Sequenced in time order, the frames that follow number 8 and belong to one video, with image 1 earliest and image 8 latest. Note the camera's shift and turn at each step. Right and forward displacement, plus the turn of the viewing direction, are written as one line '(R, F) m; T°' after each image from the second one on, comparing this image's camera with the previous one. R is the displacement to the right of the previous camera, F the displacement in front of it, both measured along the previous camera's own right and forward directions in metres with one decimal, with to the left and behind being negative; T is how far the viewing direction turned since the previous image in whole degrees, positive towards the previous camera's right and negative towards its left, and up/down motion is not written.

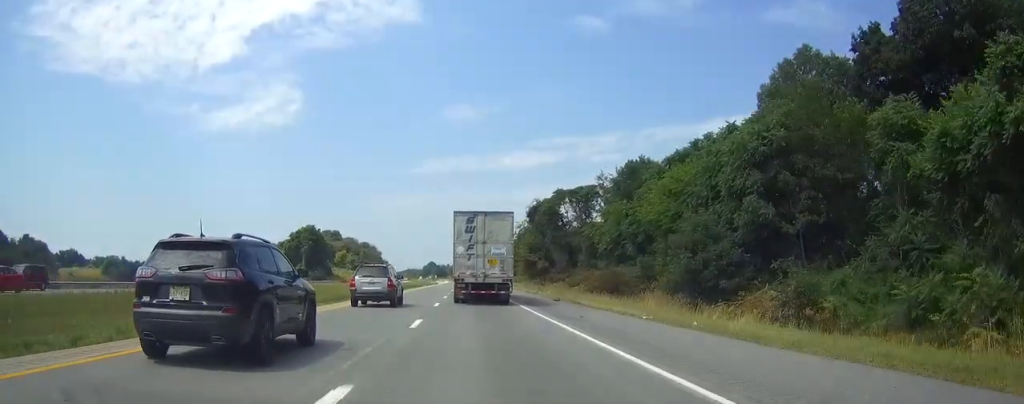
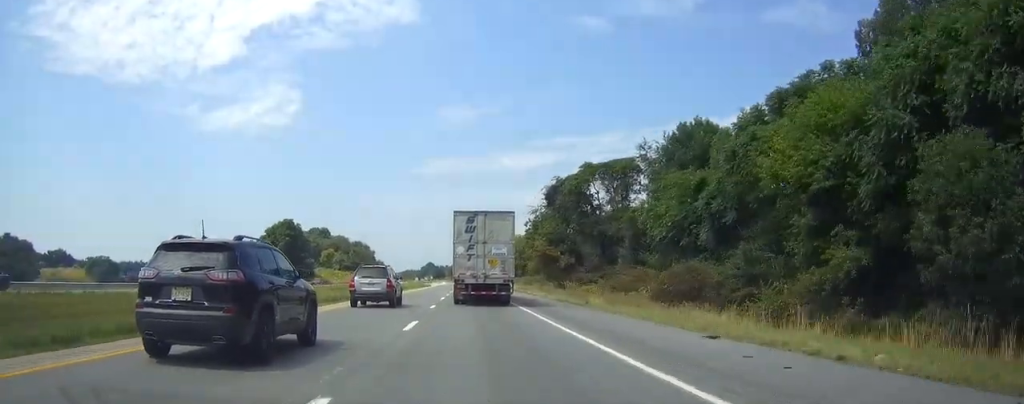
(-0.1, +25.1) m; 0°
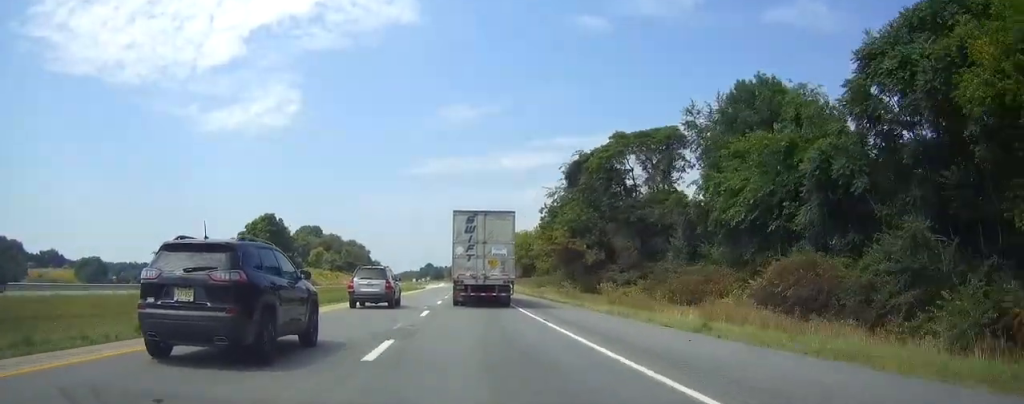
(0.0, +17.1) m; 0°
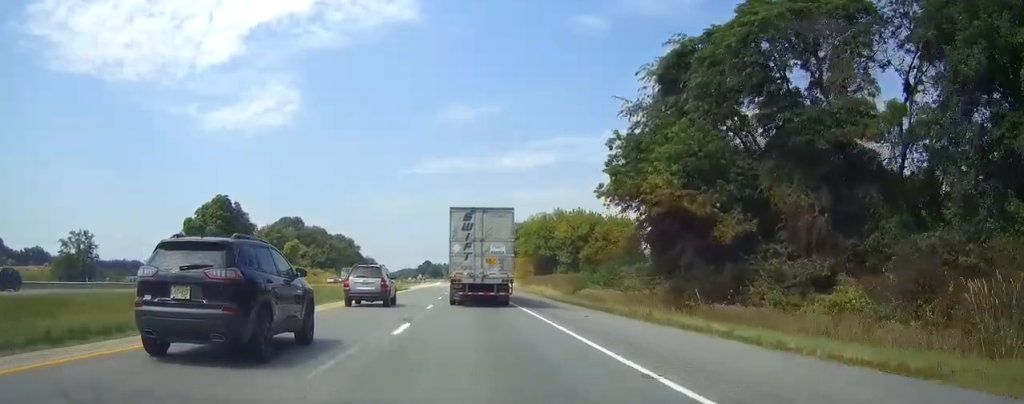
(+0.2, +32.1) m; 0°
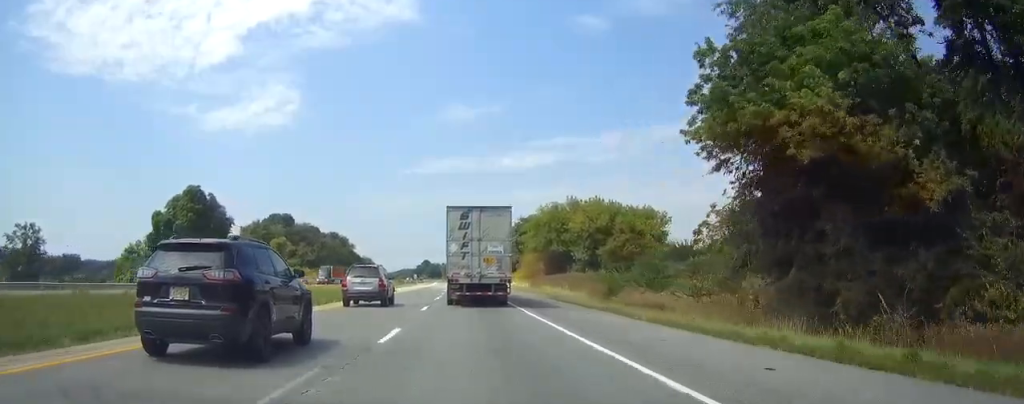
(0.0, +14.0) m; 0°
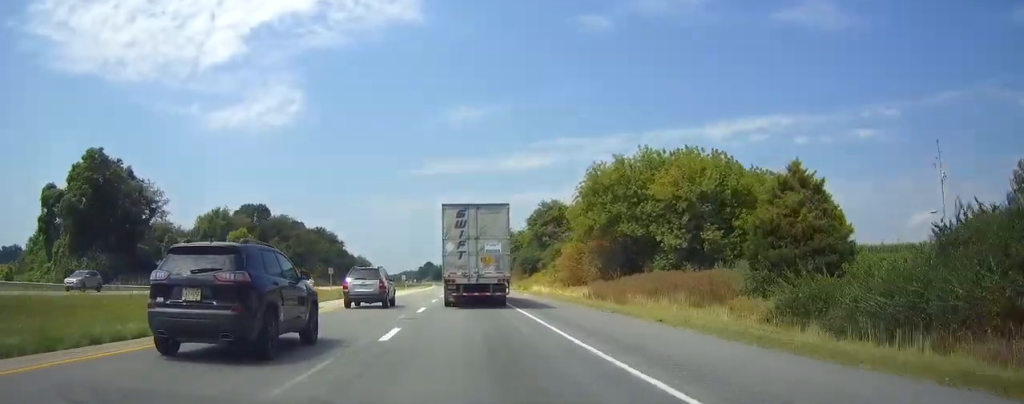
(0.0, +36.0) m; 0°
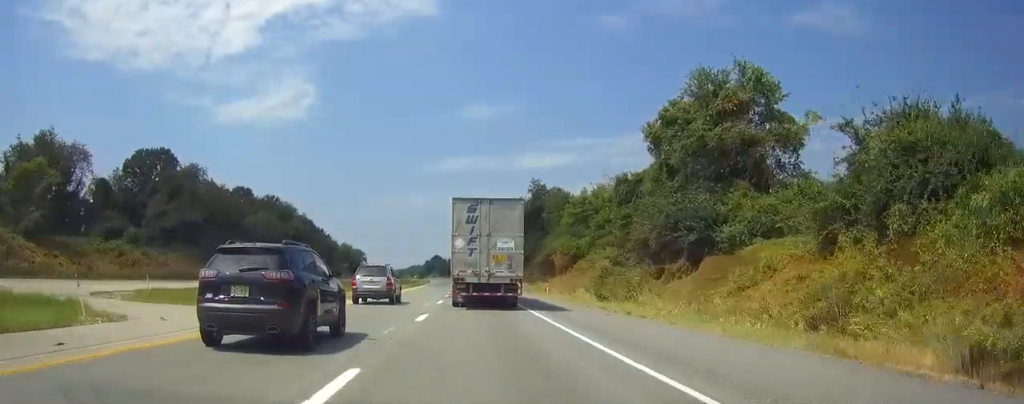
(-0.7, +79.9) m; -1°
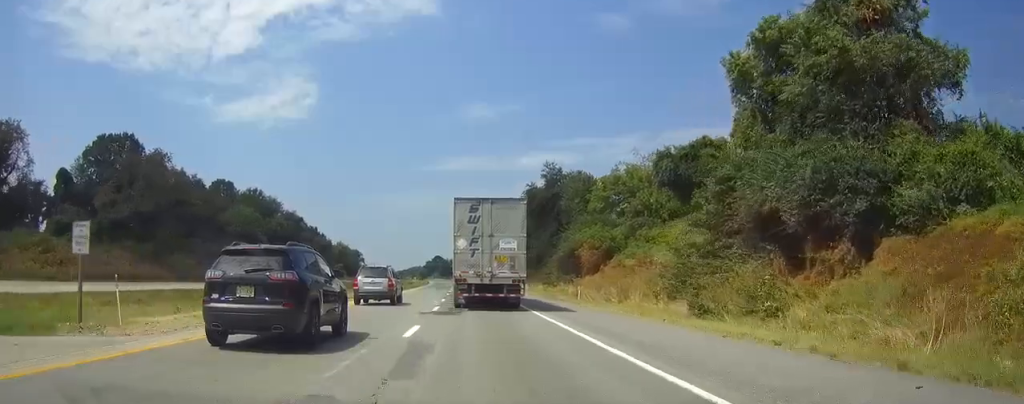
(0.0, +17.0) m; 0°
